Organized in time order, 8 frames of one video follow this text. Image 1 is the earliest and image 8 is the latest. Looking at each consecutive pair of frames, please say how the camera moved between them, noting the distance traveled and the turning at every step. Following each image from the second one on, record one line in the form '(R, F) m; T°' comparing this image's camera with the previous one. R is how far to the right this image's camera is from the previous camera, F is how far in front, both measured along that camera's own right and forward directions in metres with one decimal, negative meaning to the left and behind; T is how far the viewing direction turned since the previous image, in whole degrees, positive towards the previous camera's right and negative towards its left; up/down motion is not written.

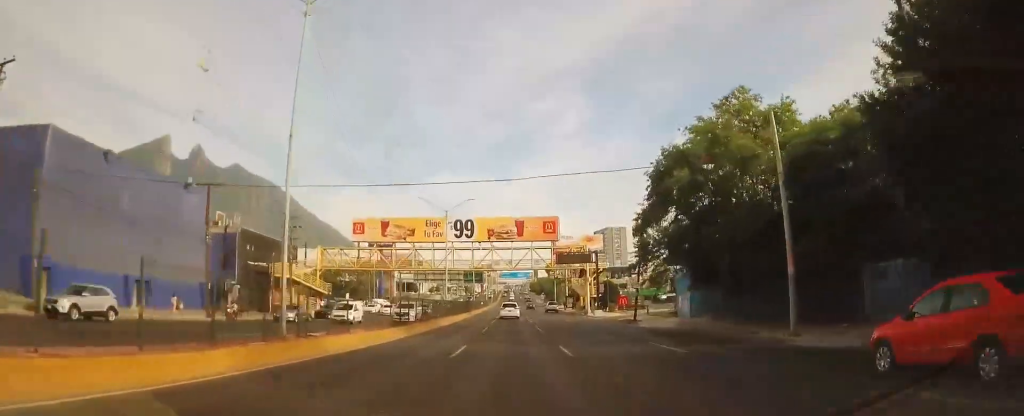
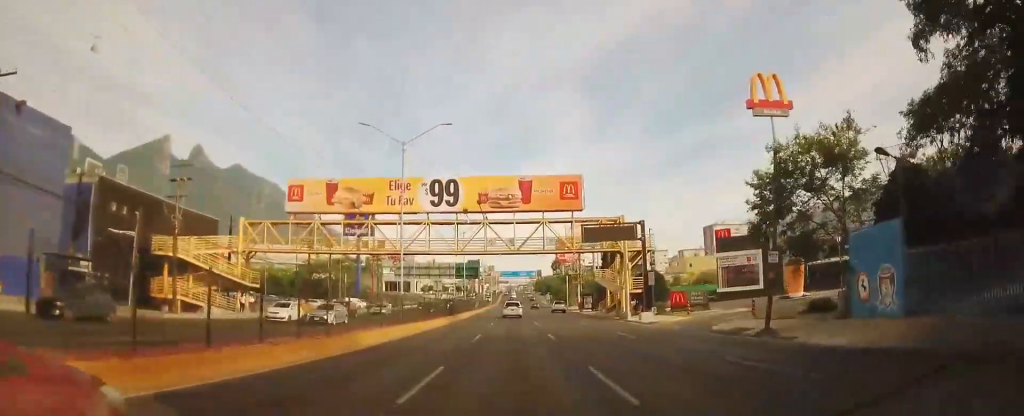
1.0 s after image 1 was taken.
(-0.4, +22.8) m; +1°
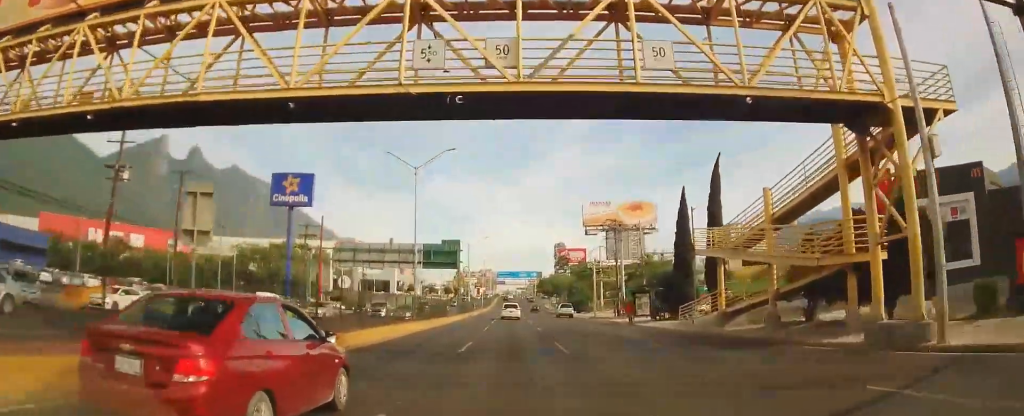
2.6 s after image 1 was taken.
(+0.8, +36.3) m; +1°
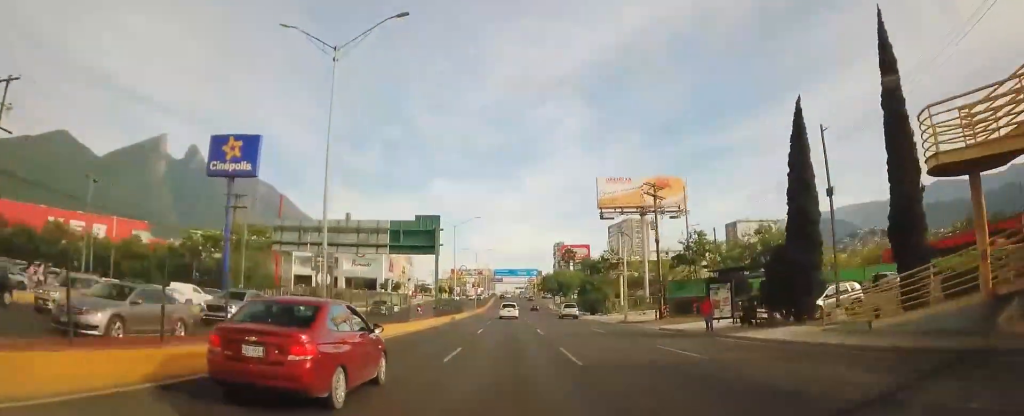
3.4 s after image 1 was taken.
(-0.1, +18.5) m; 0°
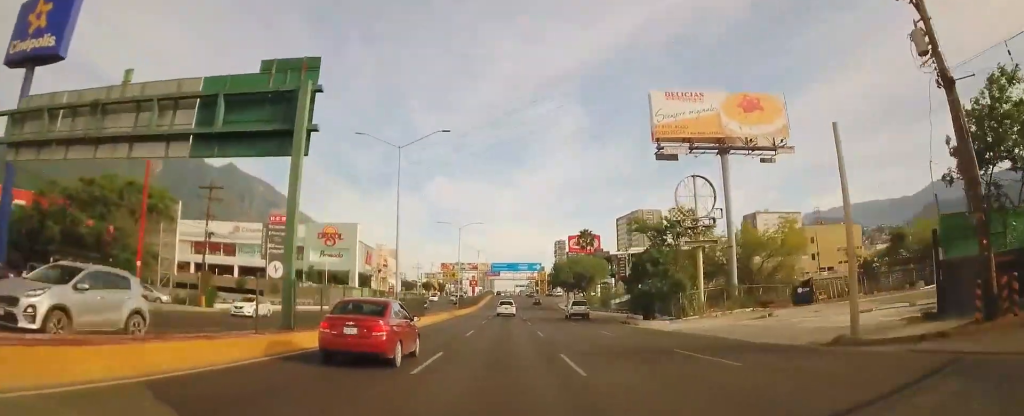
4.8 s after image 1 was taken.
(0.0, +33.4) m; -1°
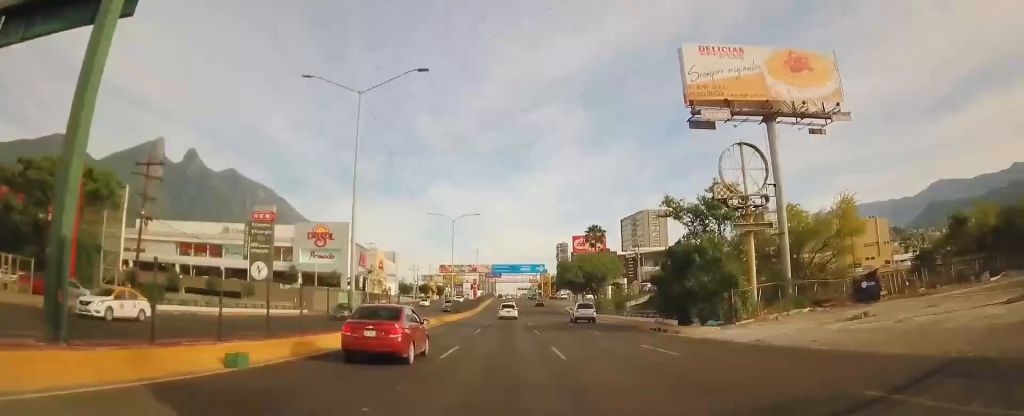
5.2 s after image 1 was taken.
(-0.1, +9.7) m; 0°
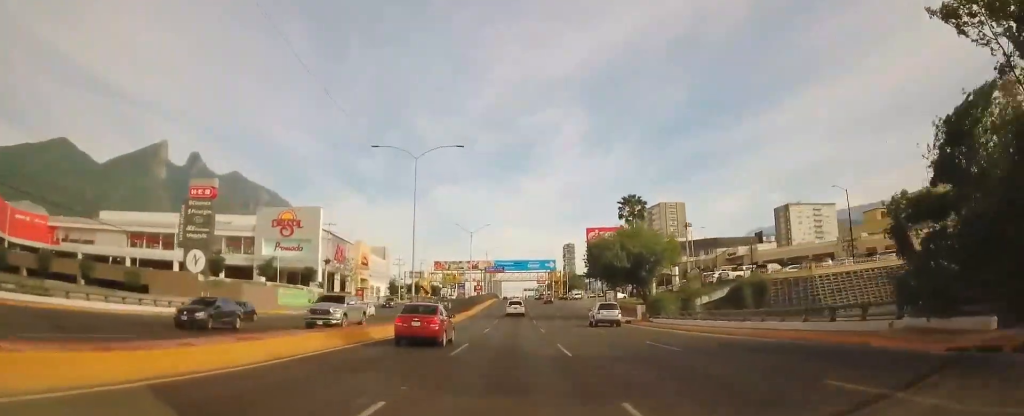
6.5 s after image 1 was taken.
(-0.3, +26.8) m; 0°
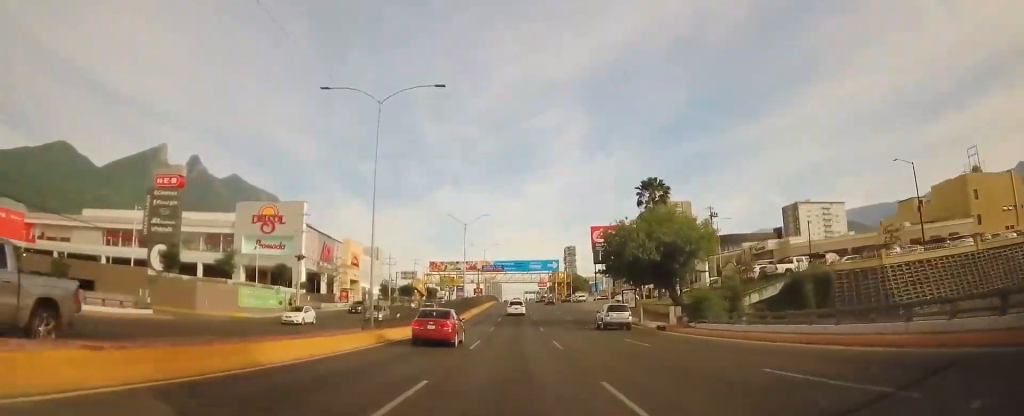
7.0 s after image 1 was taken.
(0.0, +10.3) m; +1°
